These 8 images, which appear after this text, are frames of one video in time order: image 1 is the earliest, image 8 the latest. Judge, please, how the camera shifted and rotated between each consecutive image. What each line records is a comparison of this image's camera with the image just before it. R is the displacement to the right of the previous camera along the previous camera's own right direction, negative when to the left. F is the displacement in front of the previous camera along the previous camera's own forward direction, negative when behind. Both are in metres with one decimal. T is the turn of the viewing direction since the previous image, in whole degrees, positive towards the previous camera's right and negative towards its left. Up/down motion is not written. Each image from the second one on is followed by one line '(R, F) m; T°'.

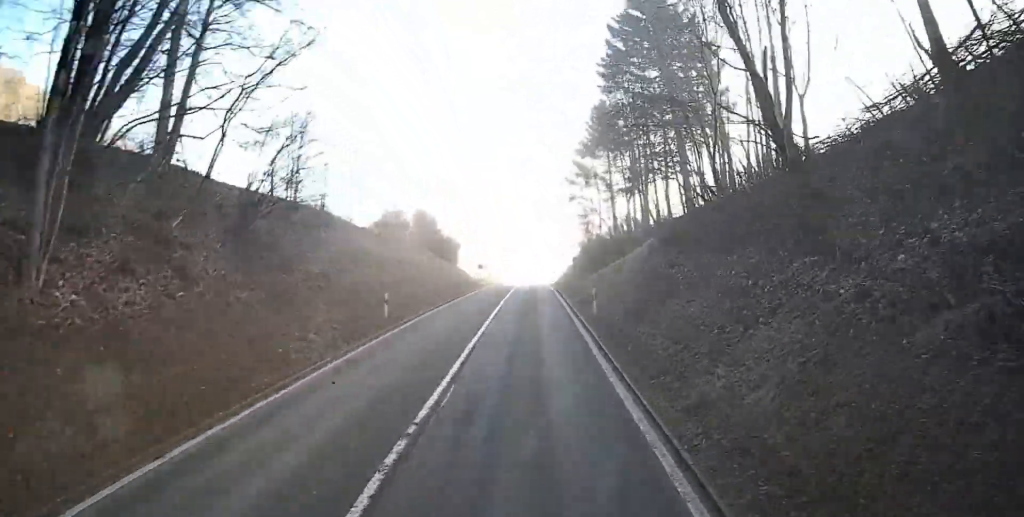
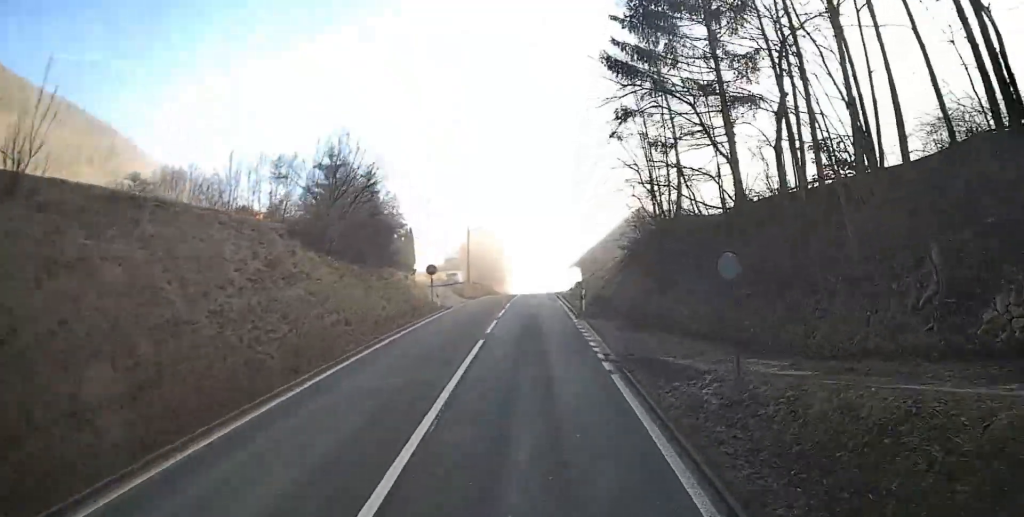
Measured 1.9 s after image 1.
(-0.7, +29.1) m; -2°
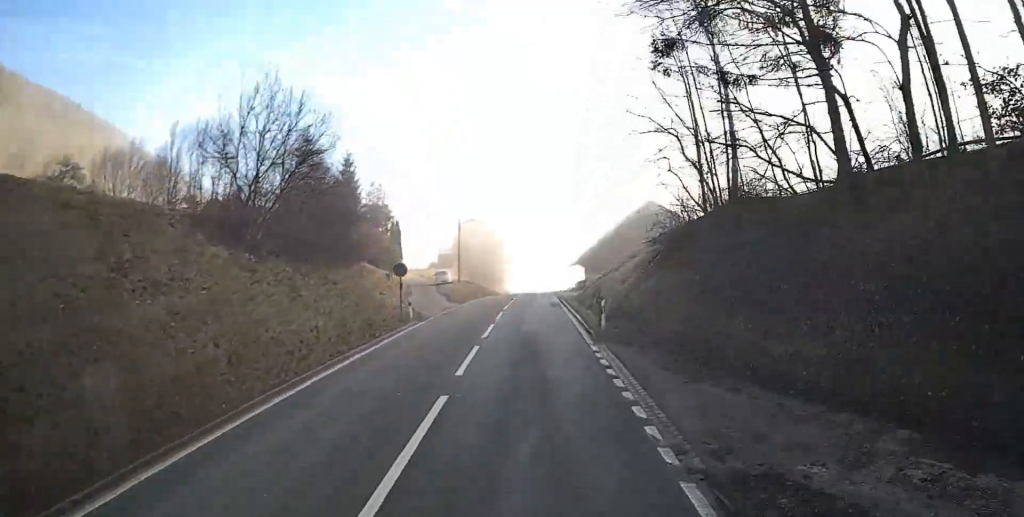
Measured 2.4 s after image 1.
(0.0, +7.2) m; 0°
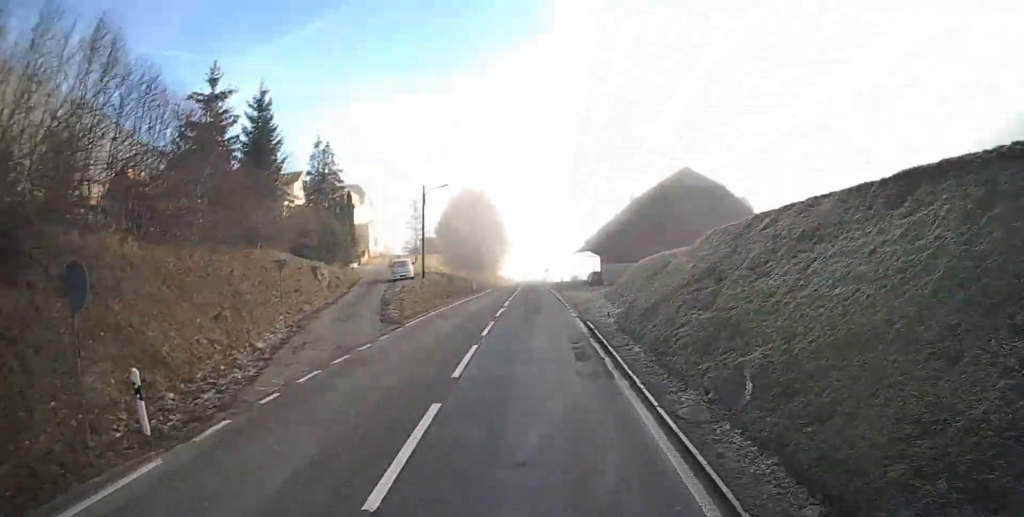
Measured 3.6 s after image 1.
(0.0, +18.4) m; +1°
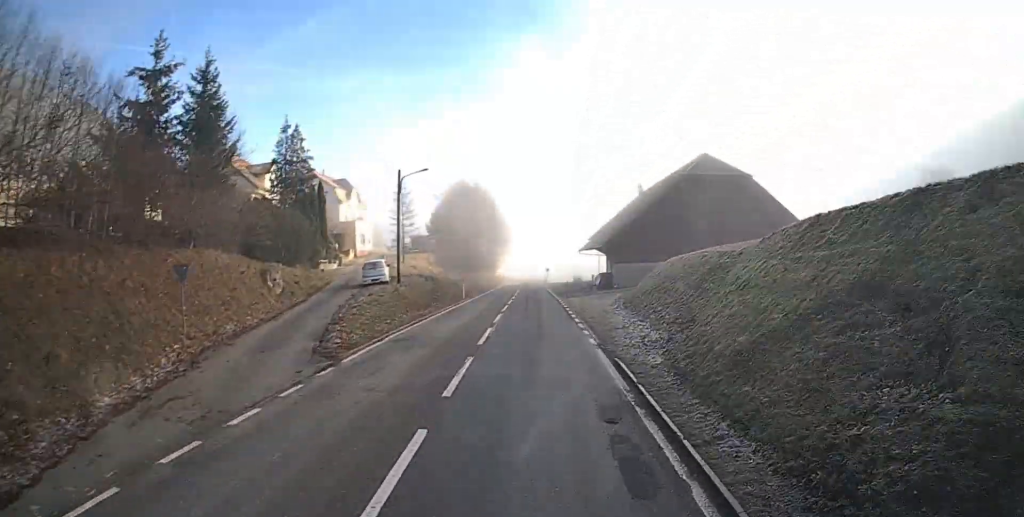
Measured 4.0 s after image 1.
(-0.1, +7.1) m; +1°
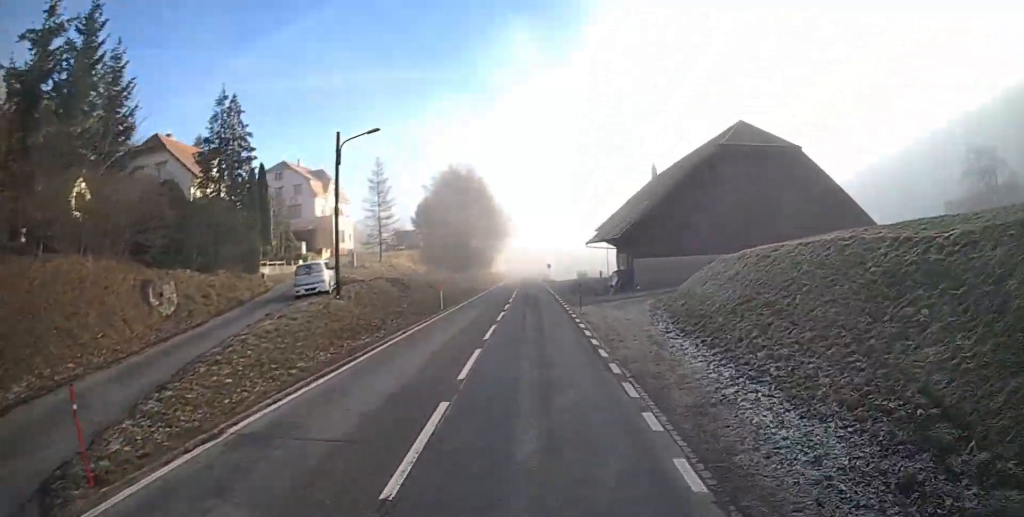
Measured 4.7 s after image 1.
(+0.2, +10.3) m; +1°
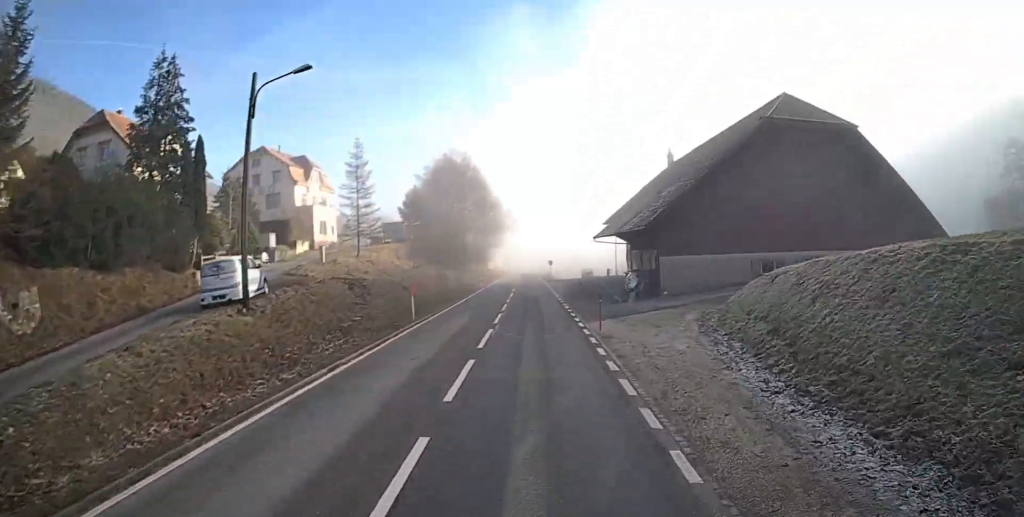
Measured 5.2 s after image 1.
(+0.1, +7.8) m; 0°
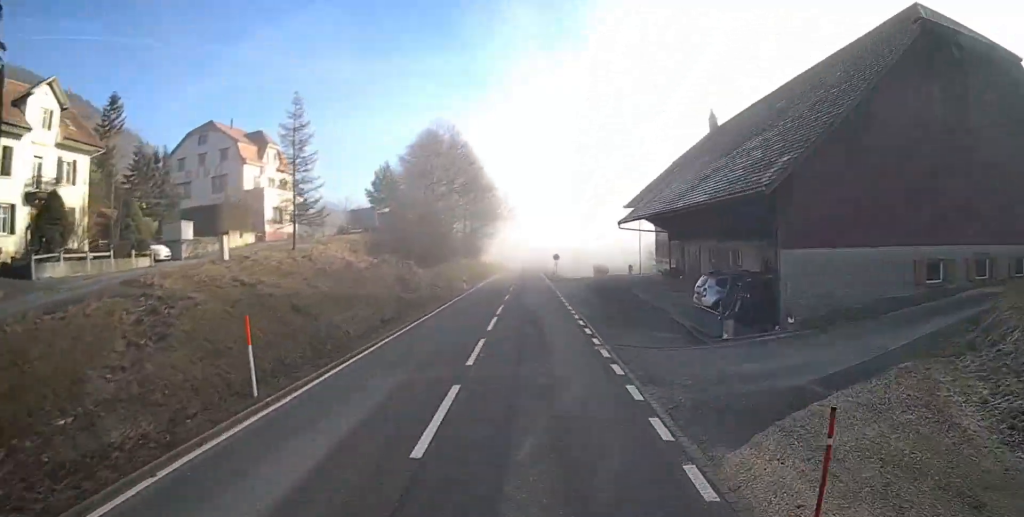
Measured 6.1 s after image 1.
(0.0, +14.6) m; 0°
